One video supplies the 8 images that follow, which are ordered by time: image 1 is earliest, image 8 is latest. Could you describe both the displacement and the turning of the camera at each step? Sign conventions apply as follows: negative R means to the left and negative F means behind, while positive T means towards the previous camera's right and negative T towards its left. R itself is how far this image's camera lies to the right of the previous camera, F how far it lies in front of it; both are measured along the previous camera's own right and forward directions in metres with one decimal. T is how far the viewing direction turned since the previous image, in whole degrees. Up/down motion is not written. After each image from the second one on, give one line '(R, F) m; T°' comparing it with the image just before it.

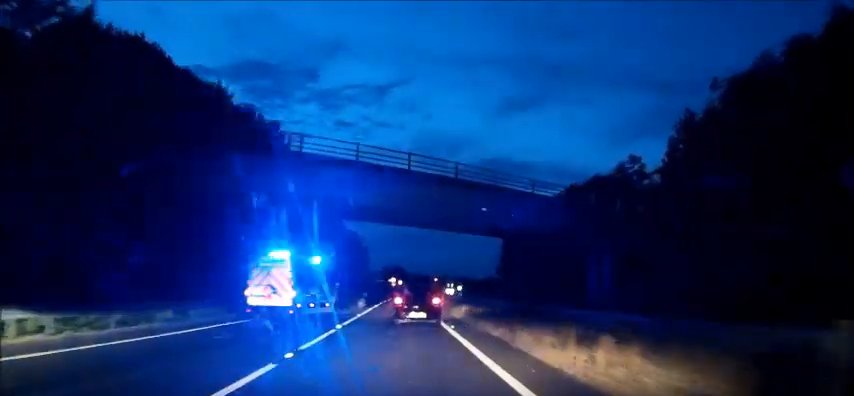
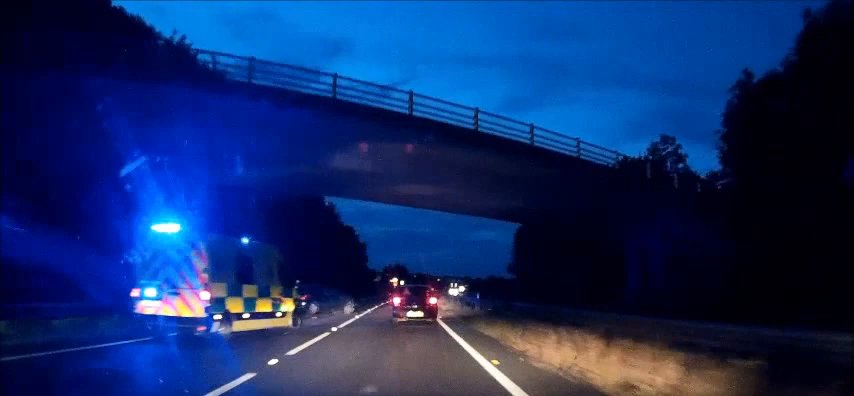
(0.0, +9.9) m; 0°
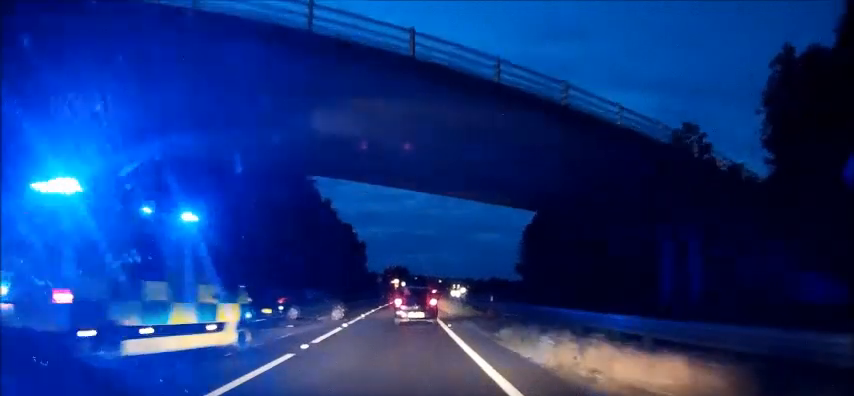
(0.0, +5.7) m; 0°
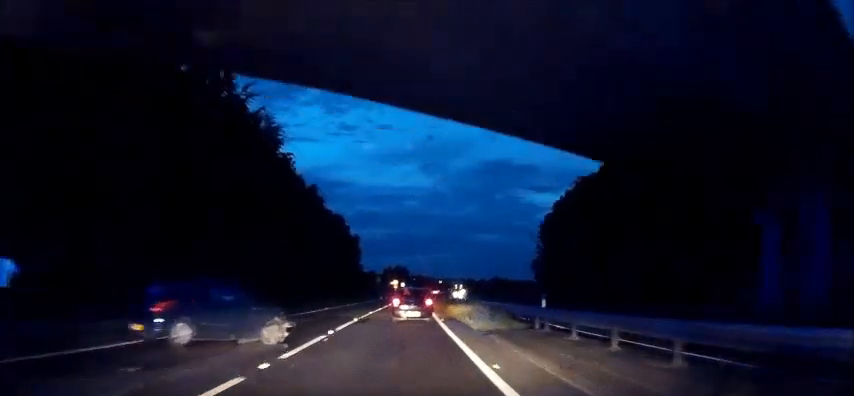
(-0.1, +12.4) m; +1°
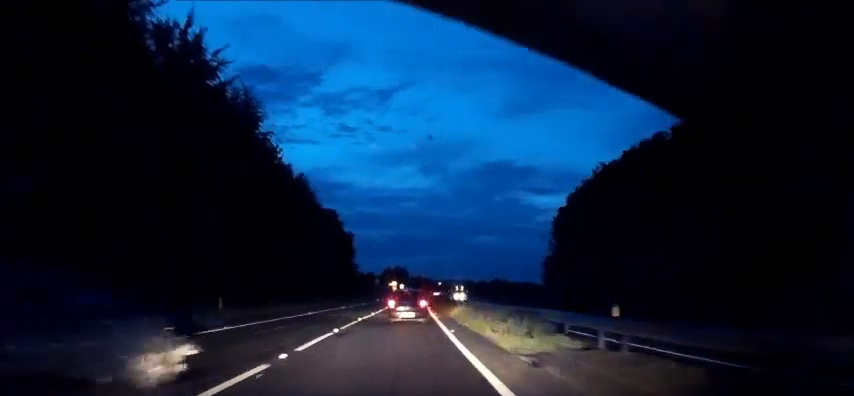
(+0.1, +6.9) m; +1°
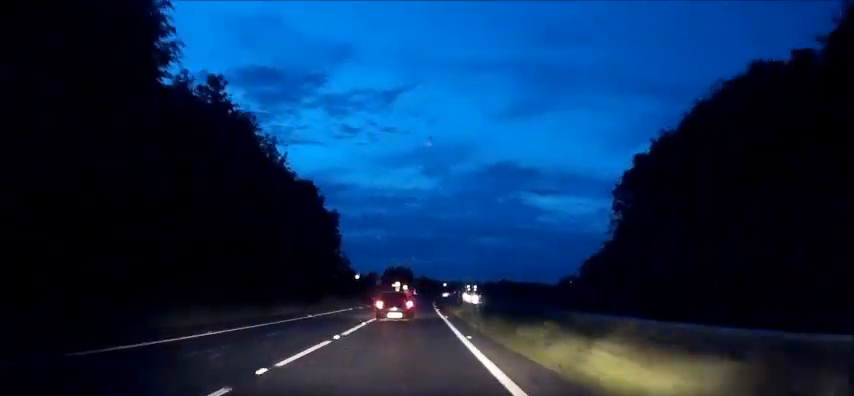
(+0.3, +19.9) m; 0°
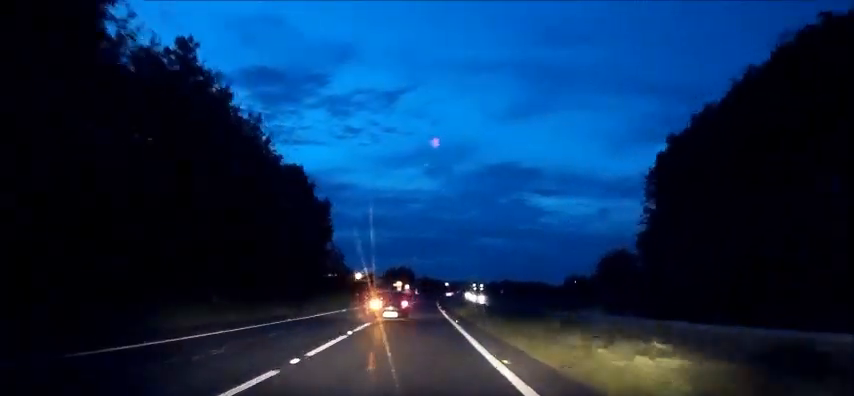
(0.0, +6.6) m; 0°
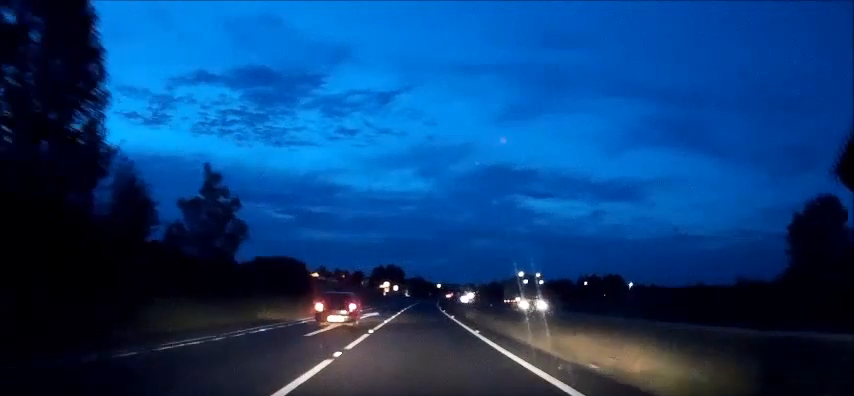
(-0.2, +41.5) m; 0°
